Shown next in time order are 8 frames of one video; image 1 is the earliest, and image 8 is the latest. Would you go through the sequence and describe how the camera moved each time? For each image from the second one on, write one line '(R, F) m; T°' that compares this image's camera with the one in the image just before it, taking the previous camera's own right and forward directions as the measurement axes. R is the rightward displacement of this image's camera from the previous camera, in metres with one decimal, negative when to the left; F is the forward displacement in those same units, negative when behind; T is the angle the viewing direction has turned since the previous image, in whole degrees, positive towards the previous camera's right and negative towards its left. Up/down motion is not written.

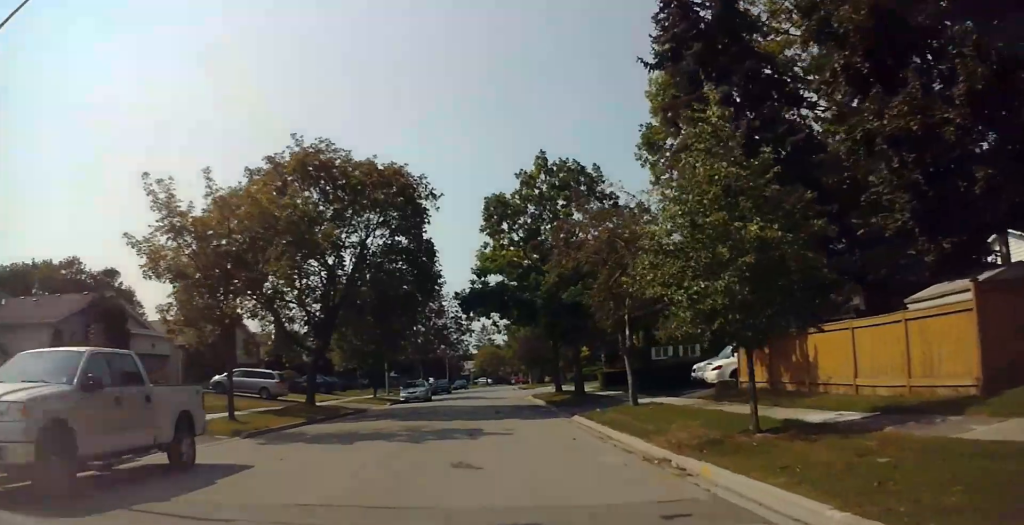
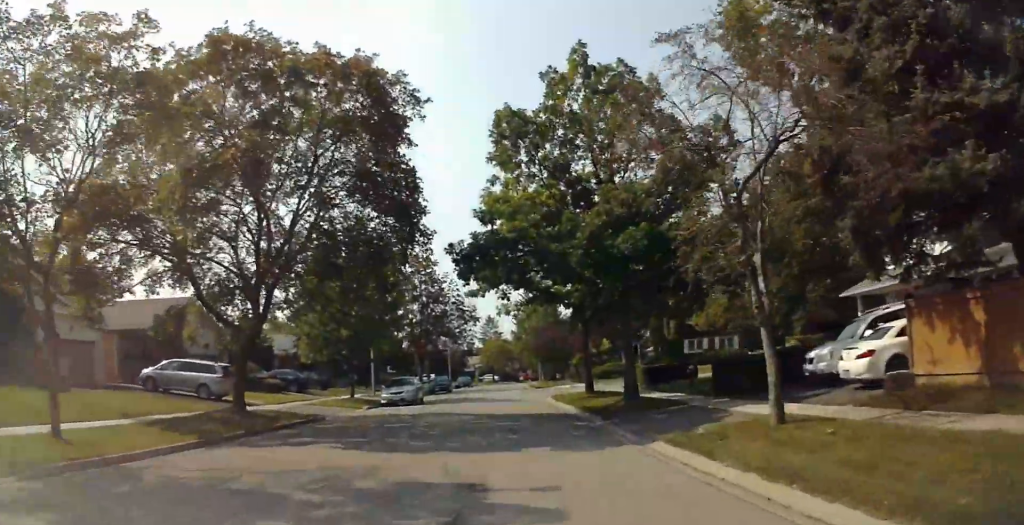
(+0.5, +10.4) m; +4°
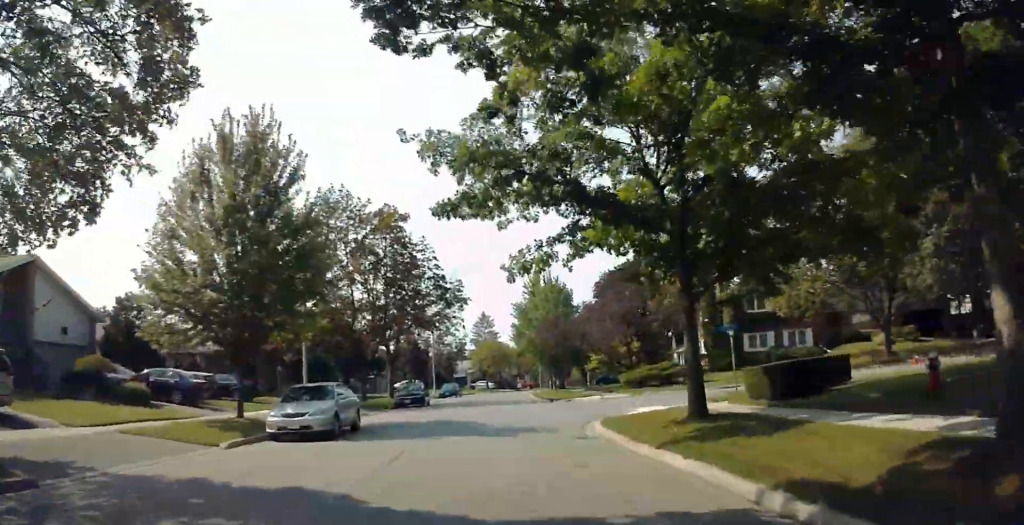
(0.0, +17.6) m; 0°
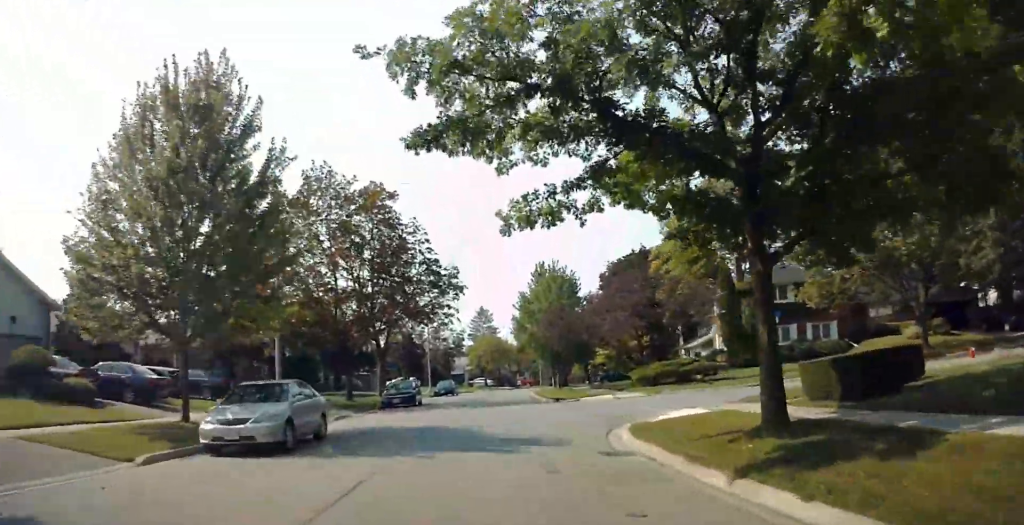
(0.0, +4.1) m; +1°
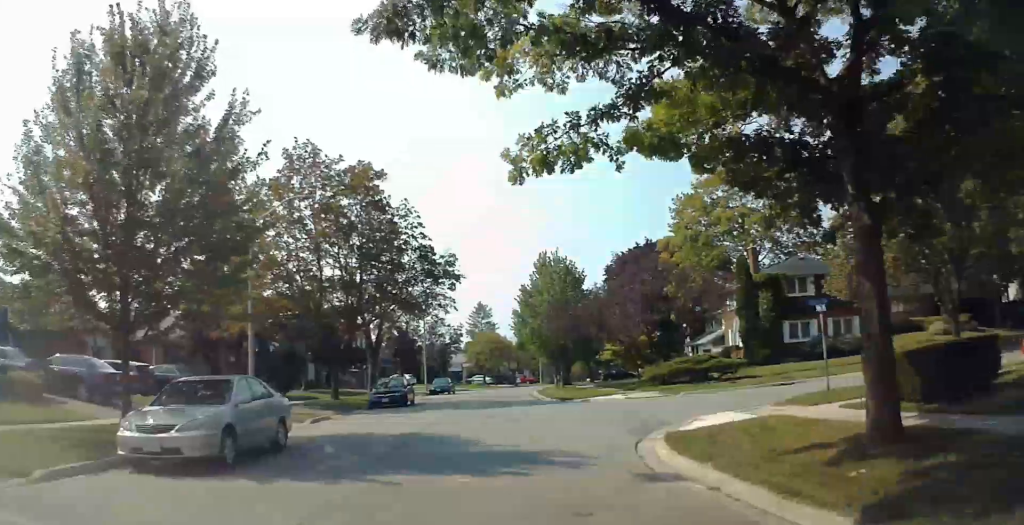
(0.0, +3.3) m; +1°
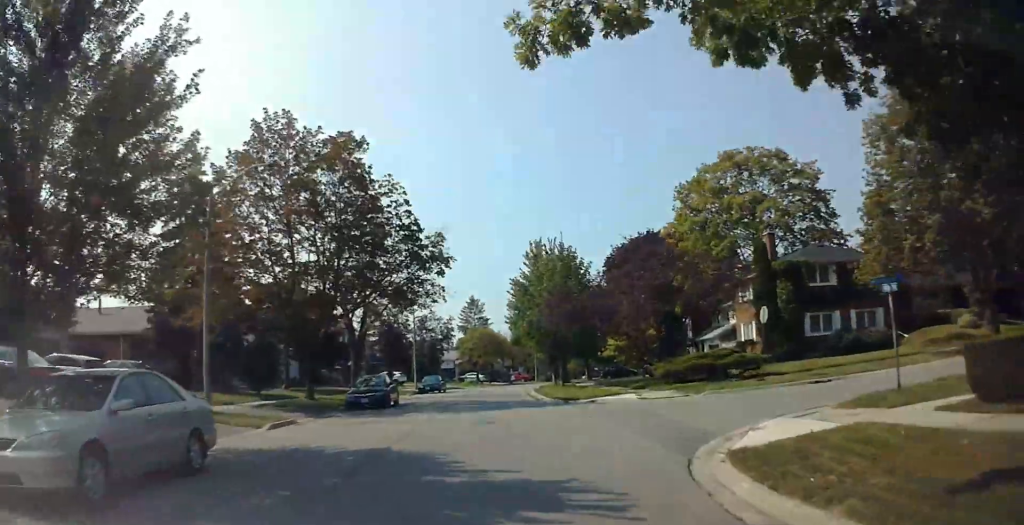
(+0.1, +3.8) m; 0°
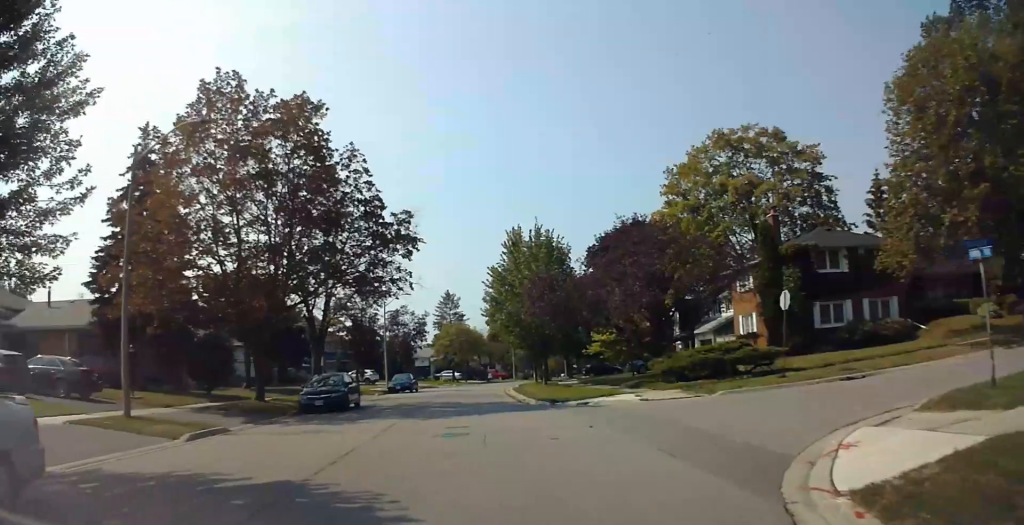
(+0.1, +4.5) m; 0°
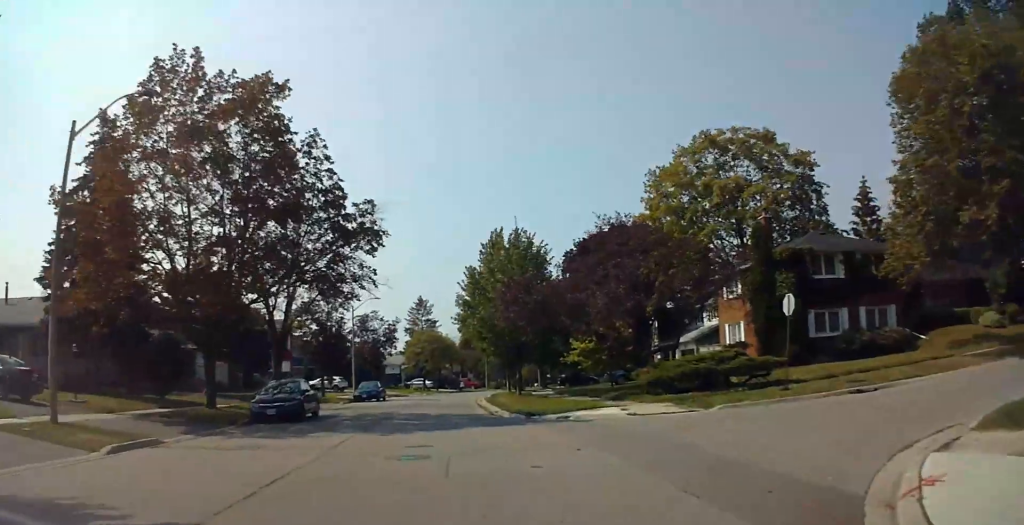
(-0.1, +2.7) m; 0°
